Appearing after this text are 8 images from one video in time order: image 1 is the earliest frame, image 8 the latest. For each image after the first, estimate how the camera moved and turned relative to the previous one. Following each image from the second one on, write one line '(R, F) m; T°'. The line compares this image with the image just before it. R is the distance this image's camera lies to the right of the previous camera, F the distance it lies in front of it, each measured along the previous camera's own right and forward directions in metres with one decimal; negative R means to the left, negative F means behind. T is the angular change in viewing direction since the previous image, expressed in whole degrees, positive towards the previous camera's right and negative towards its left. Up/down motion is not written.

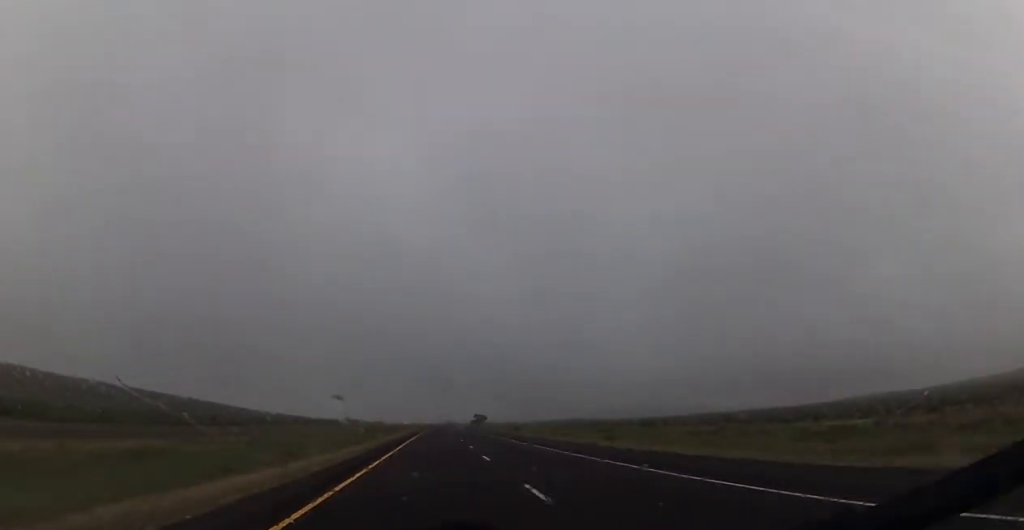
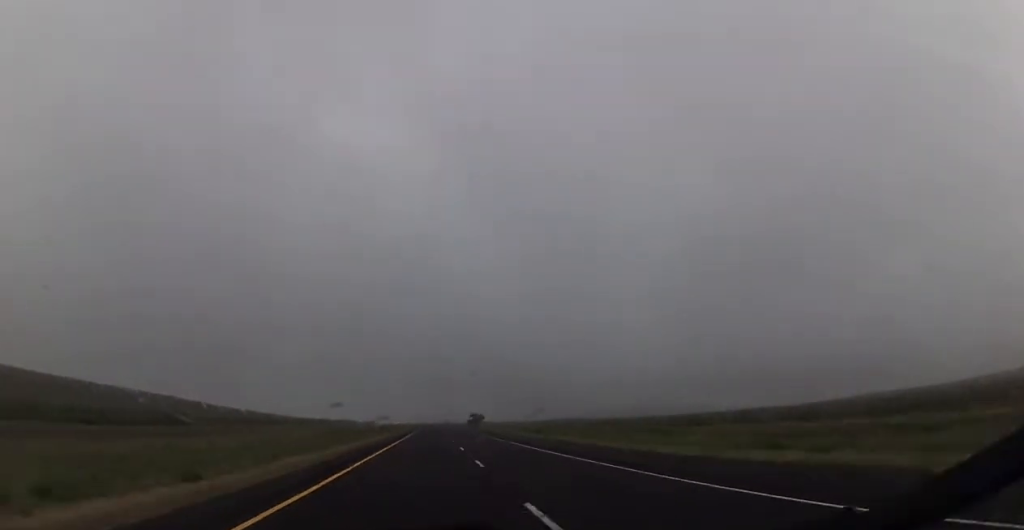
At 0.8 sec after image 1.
(+0.2, +27.5) m; +2°
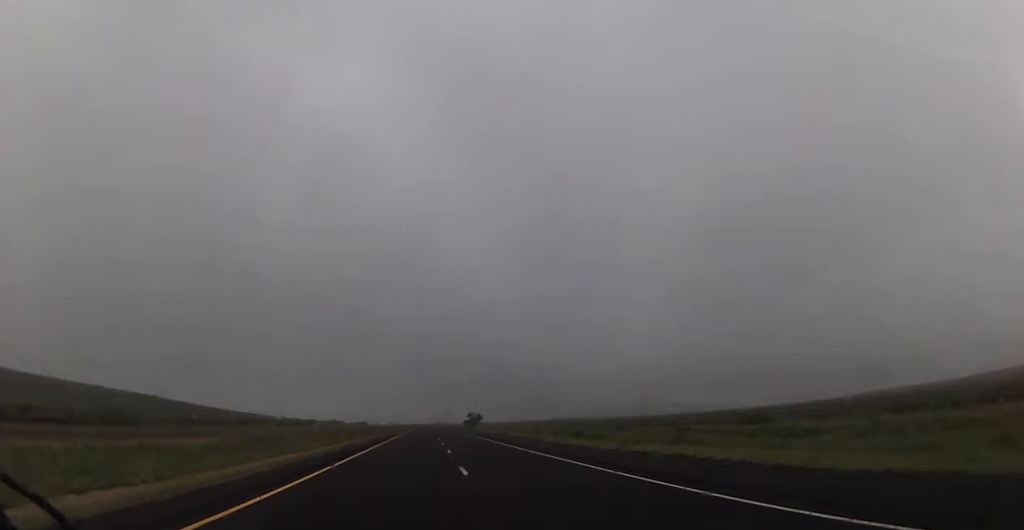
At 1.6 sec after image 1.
(+0.6, +27.5) m; 0°
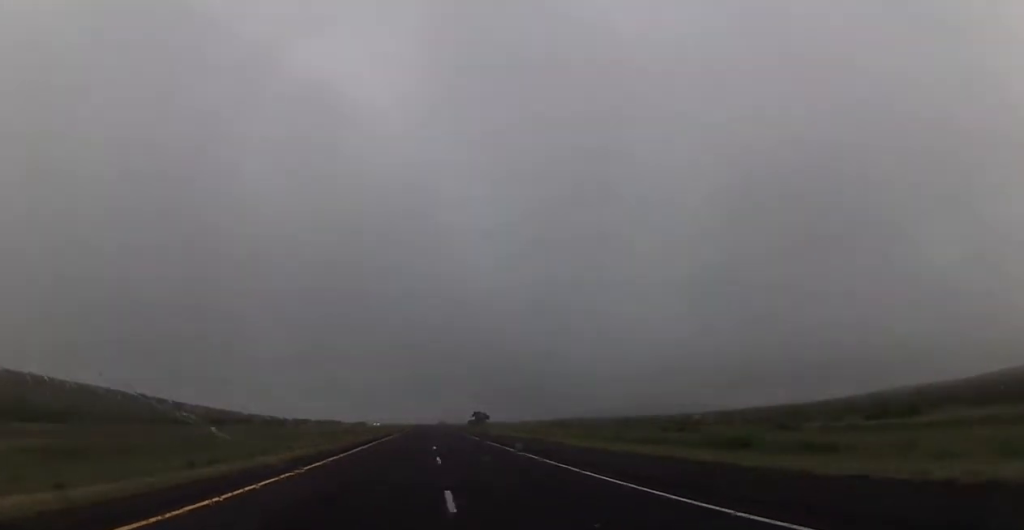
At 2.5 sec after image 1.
(-0.2, +31.0) m; 0°
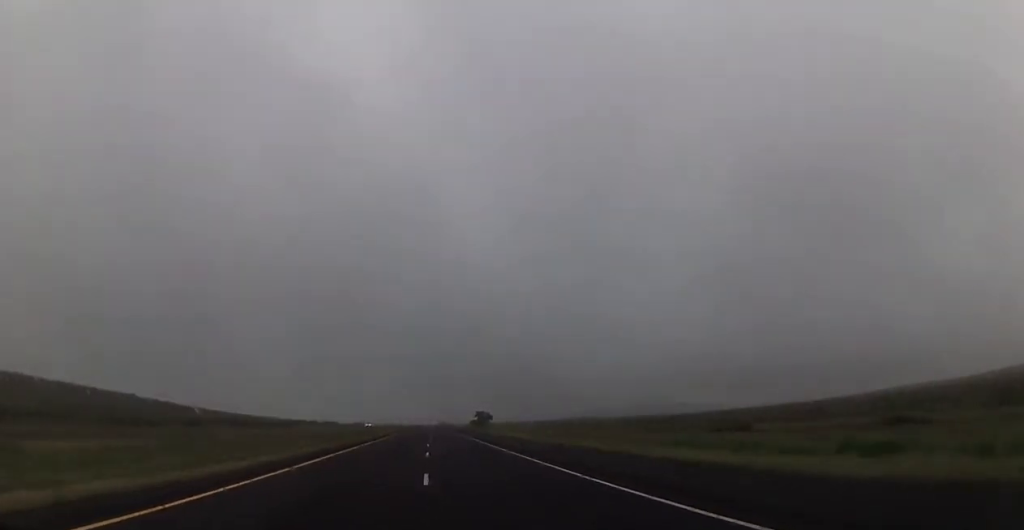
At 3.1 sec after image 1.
(-0.1, +19.5) m; 0°
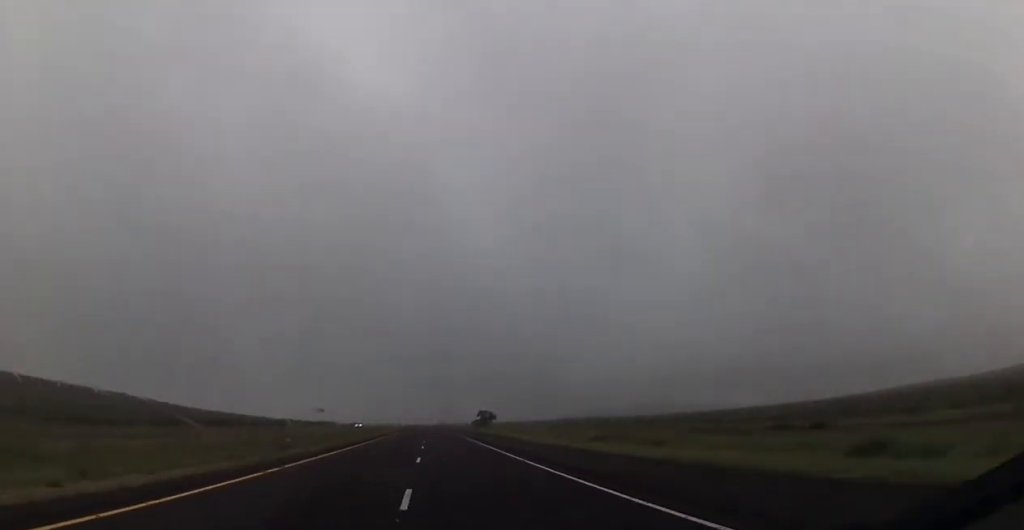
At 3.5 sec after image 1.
(0.0, +16.1) m; 0°
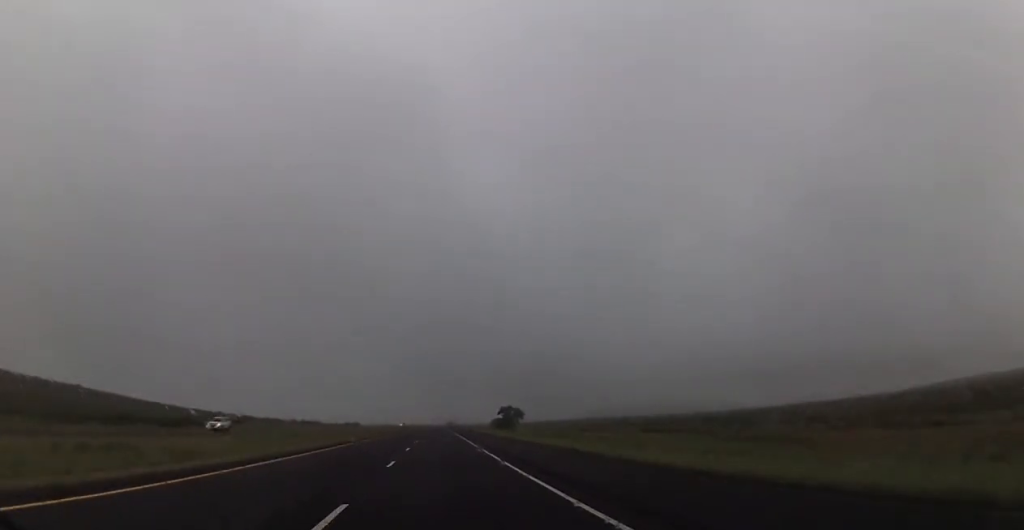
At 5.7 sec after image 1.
(+0.5, +75.4) m; 0°
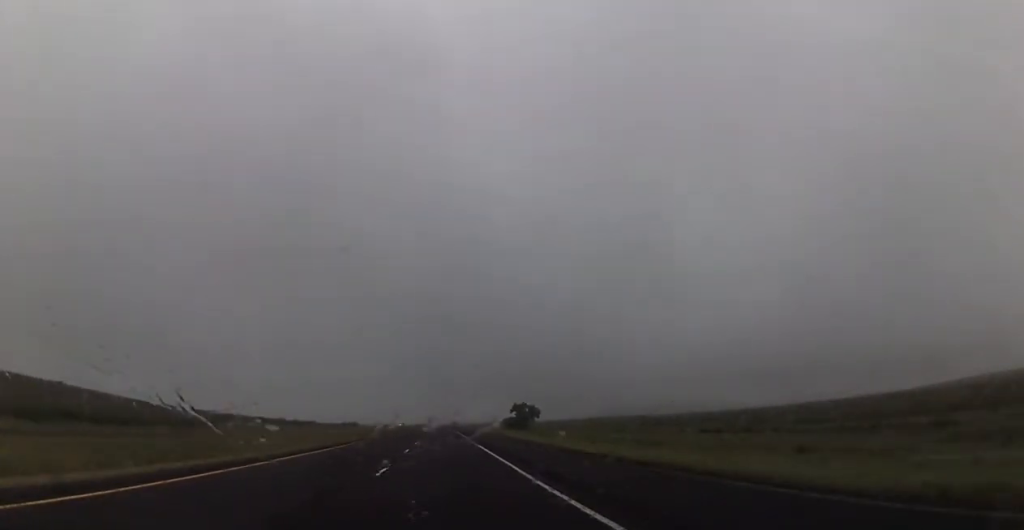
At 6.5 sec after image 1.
(-0.4, +27.3) m; -1°
